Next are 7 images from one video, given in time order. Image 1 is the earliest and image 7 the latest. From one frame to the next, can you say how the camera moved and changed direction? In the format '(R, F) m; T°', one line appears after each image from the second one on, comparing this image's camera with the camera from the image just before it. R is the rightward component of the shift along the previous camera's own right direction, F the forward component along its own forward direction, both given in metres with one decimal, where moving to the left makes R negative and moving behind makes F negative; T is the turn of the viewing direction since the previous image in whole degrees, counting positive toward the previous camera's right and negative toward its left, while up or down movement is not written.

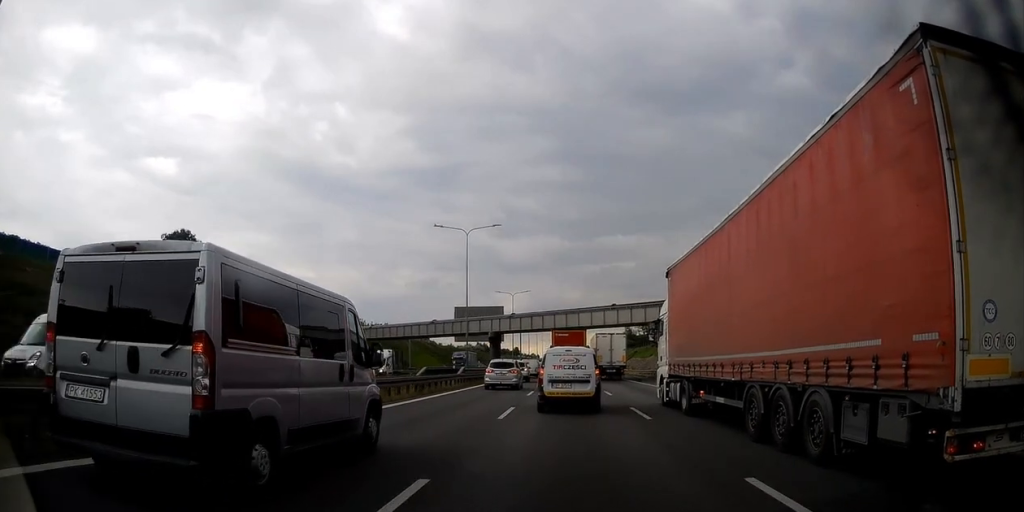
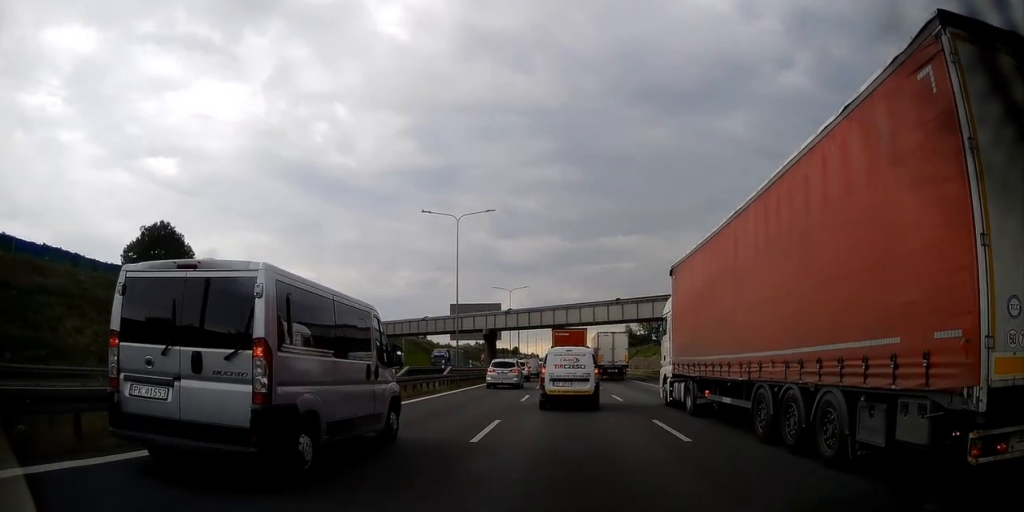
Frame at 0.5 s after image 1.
(0.0, +4.8) m; +1°
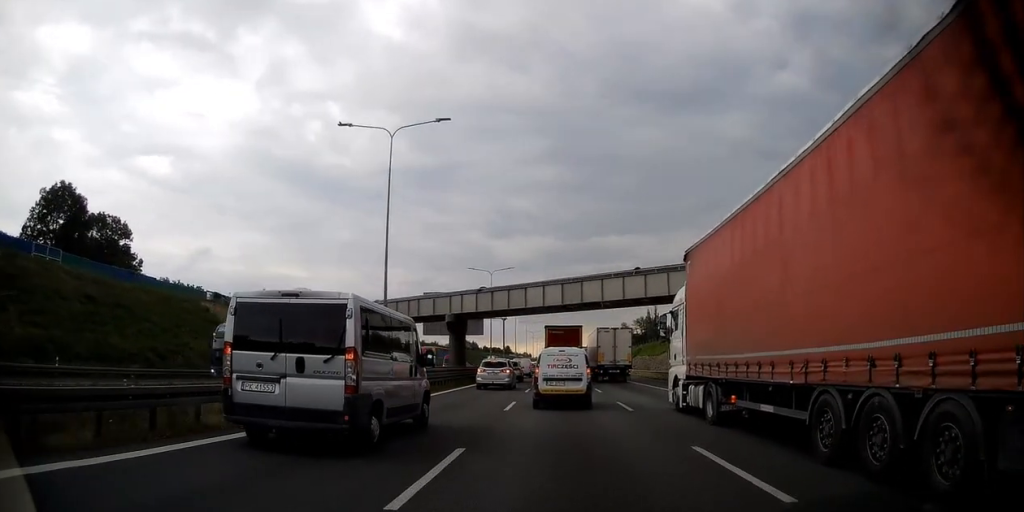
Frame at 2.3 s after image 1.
(+0.4, +16.9) m; +1°
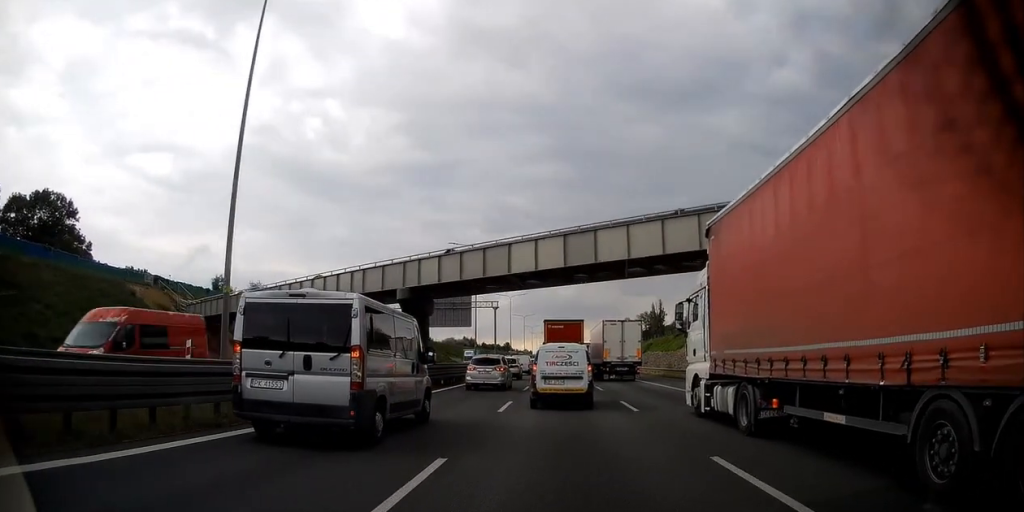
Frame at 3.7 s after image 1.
(-0.4, +12.9) m; 0°
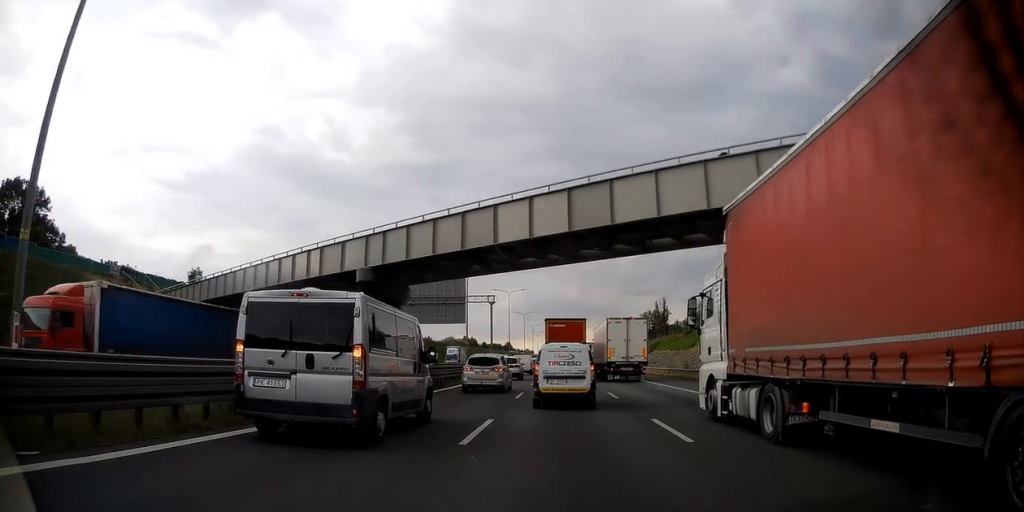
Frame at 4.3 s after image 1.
(0.0, +6.3) m; +1°
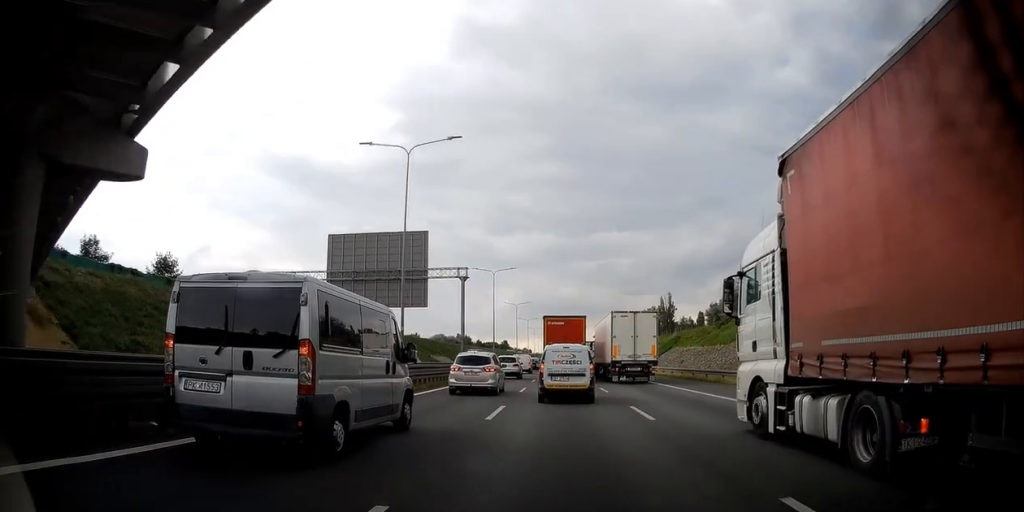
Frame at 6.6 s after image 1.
(+0.2, +19.0) m; +1°
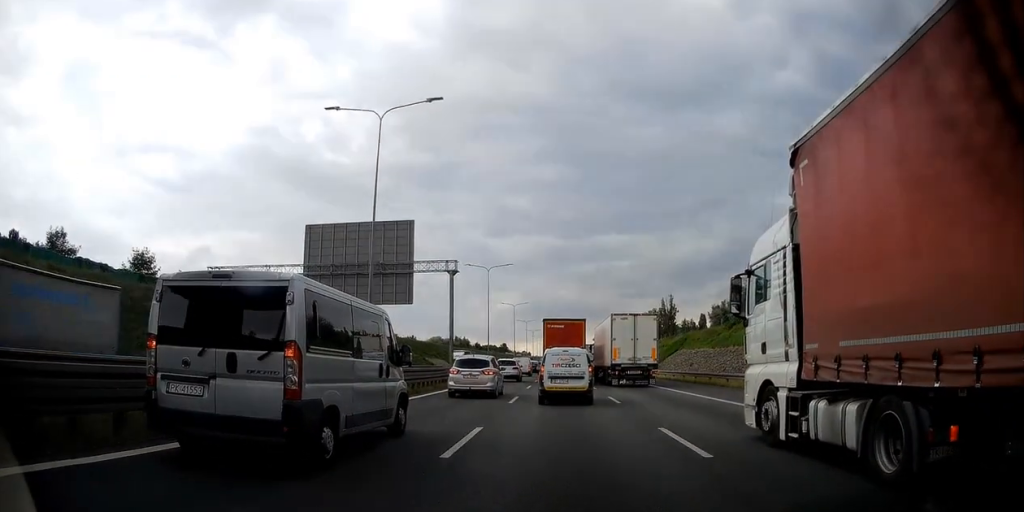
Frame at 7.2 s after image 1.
(+0.1, +4.3) m; 0°
